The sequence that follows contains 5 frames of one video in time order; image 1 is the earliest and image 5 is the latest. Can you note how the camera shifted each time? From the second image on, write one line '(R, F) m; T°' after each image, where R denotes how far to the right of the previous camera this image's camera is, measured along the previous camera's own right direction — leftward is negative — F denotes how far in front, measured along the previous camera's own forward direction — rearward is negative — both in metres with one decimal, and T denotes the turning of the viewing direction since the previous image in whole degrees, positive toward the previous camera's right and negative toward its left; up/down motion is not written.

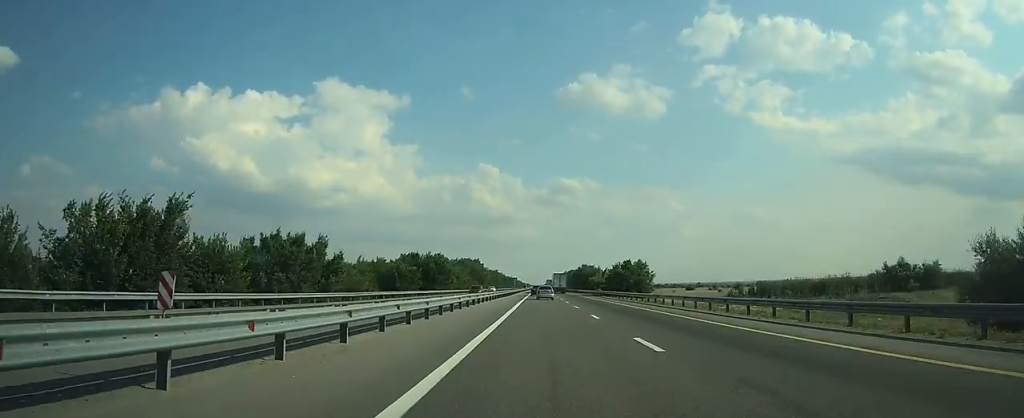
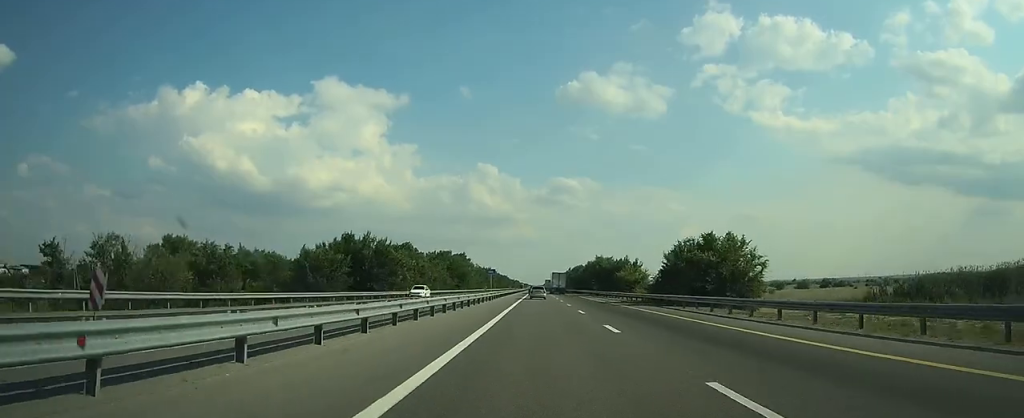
(0.0, +42.7) m; 0°
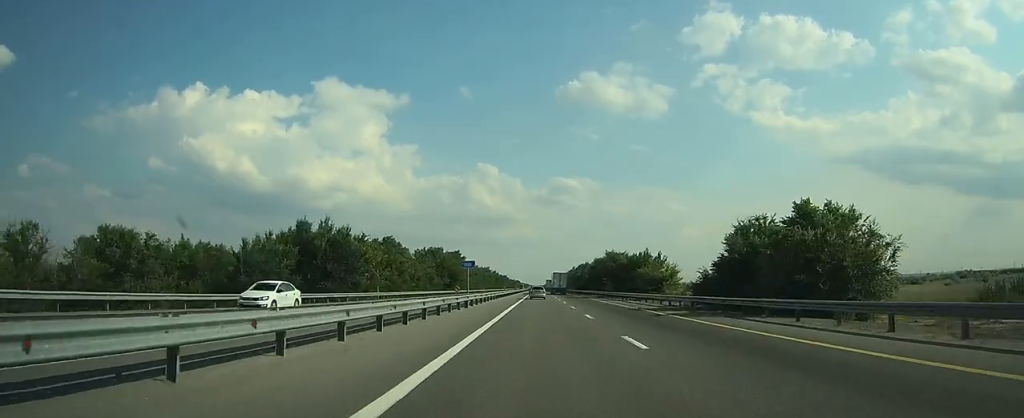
(0.0, +16.5) m; 0°
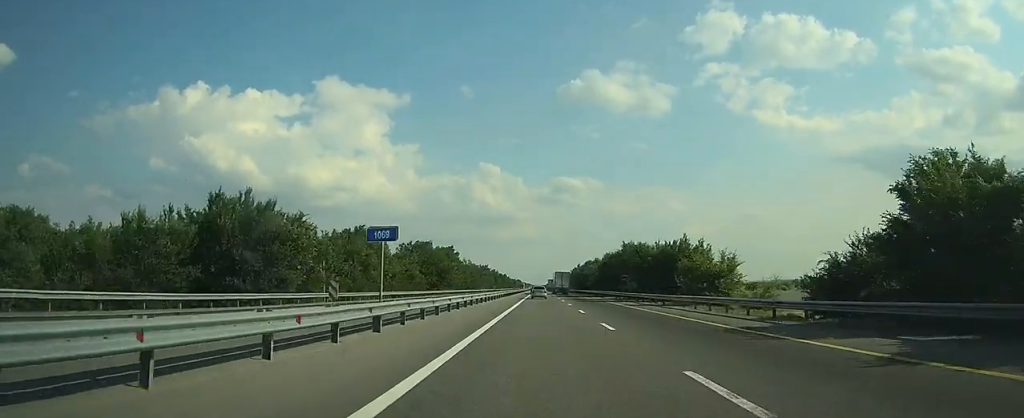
(0.0, +18.4) m; 0°
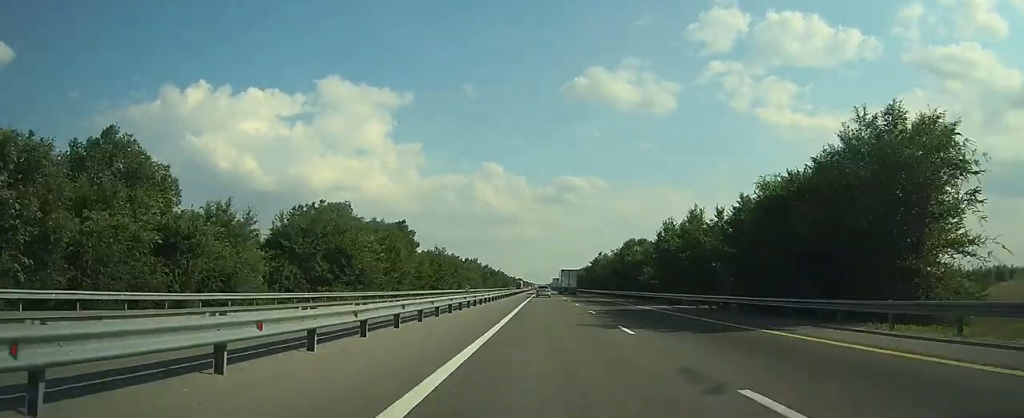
(-0.2, +61.5) m; 0°
